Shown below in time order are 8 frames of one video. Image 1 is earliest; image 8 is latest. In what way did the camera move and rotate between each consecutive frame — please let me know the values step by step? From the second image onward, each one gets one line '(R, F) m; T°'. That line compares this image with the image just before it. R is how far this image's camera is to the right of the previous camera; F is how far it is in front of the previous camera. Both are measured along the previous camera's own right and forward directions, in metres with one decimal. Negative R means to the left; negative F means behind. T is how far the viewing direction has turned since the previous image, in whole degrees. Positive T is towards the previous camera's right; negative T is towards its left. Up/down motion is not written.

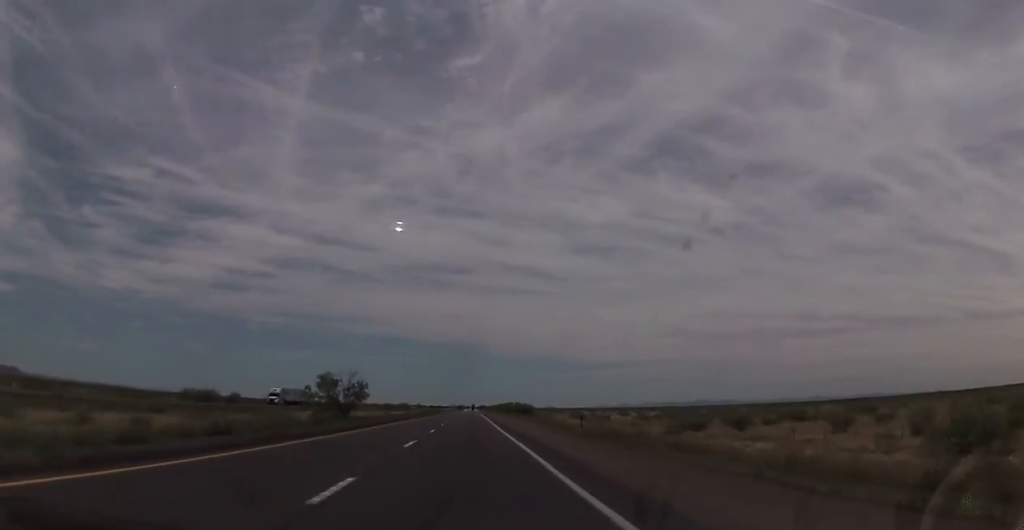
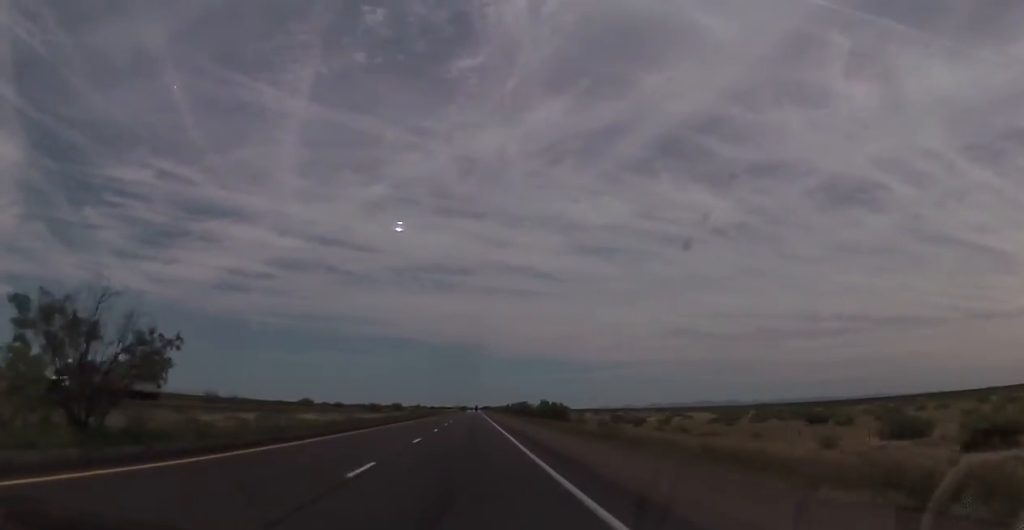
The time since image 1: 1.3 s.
(+0.1, +45.2) m; 0°
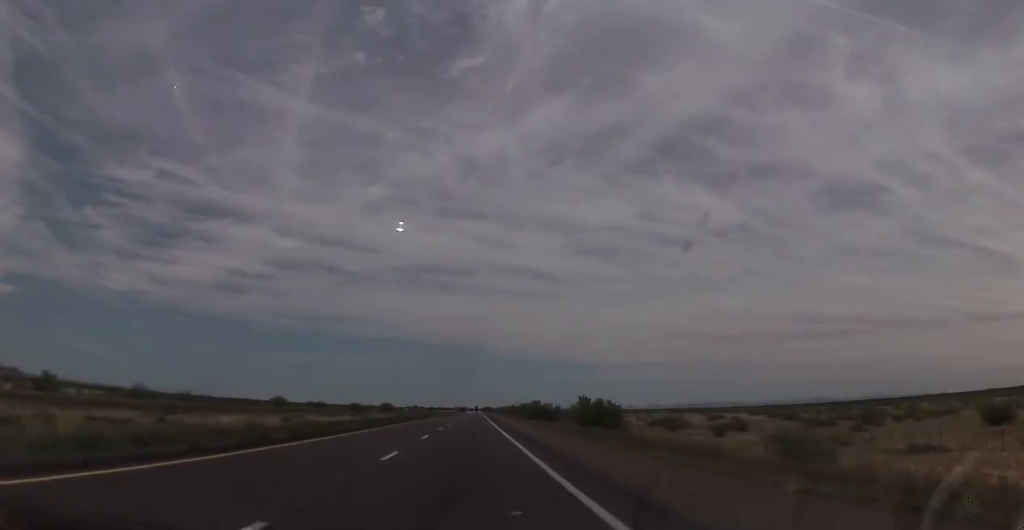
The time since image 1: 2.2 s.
(-0.1, +32.3) m; 0°
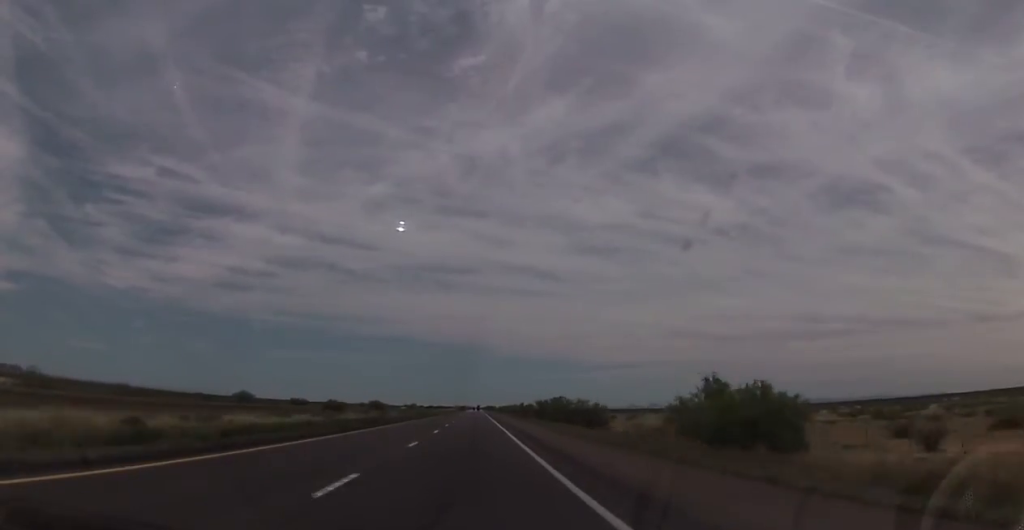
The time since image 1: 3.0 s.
(0.0, +31.2) m; 0°
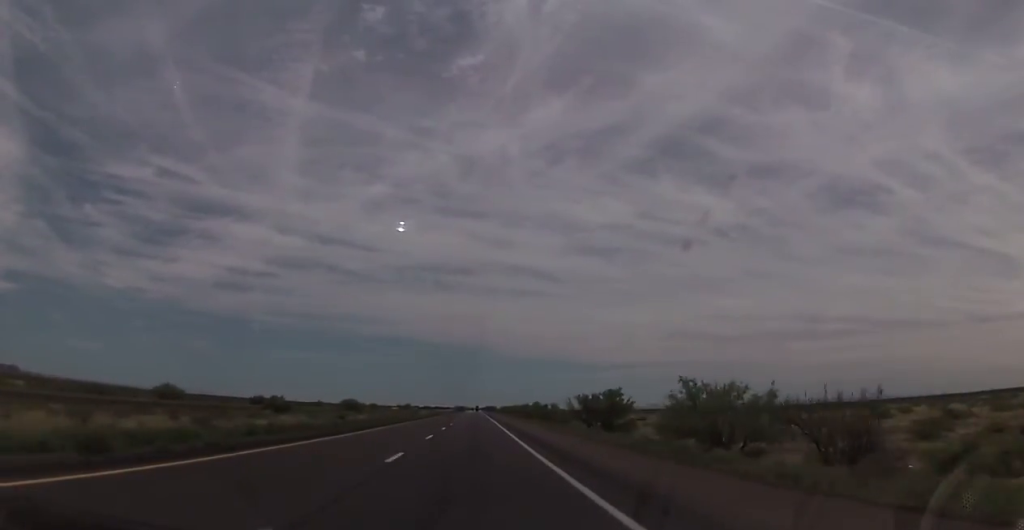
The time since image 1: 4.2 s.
(-0.1, +42.4) m; 0°
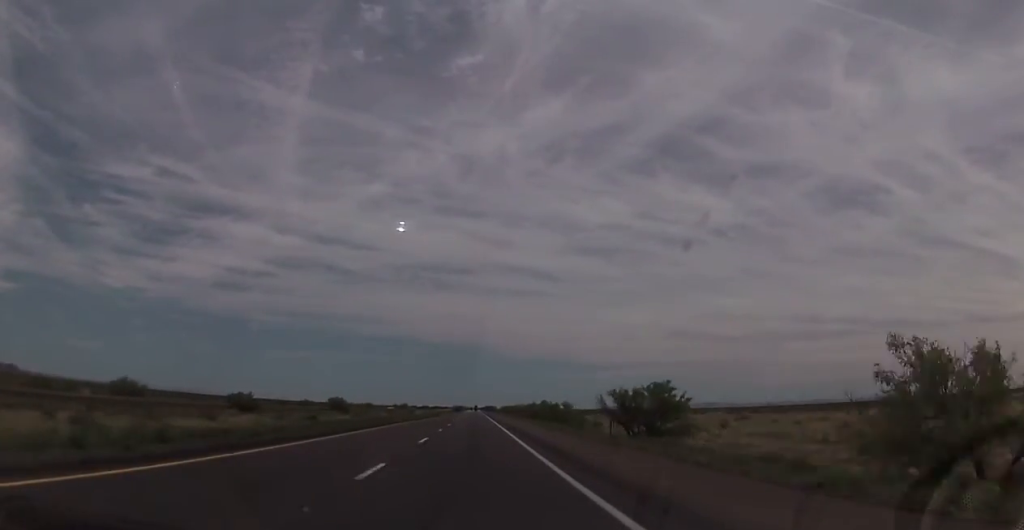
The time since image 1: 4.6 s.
(+0.1, +15.7) m; 0°
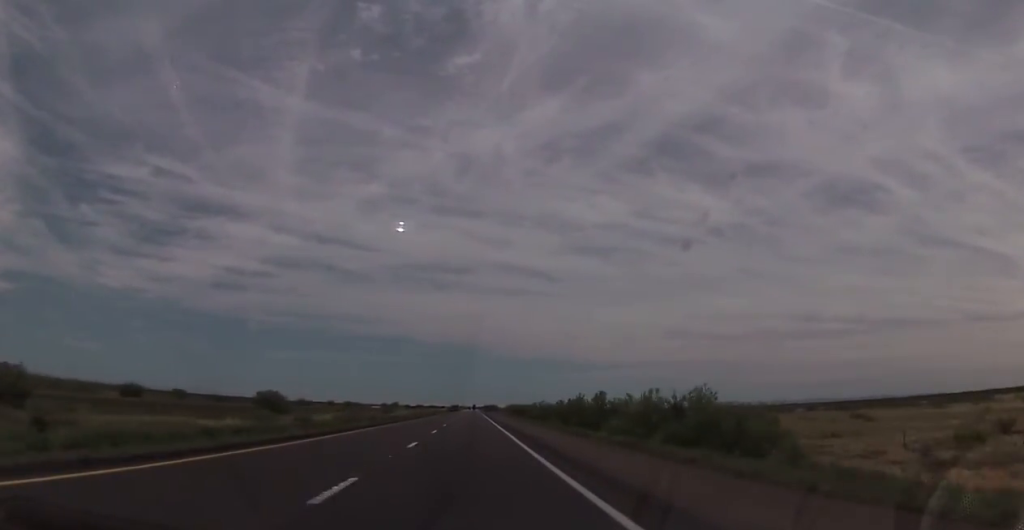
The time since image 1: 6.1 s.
(+0.1, +51.9) m; 0°
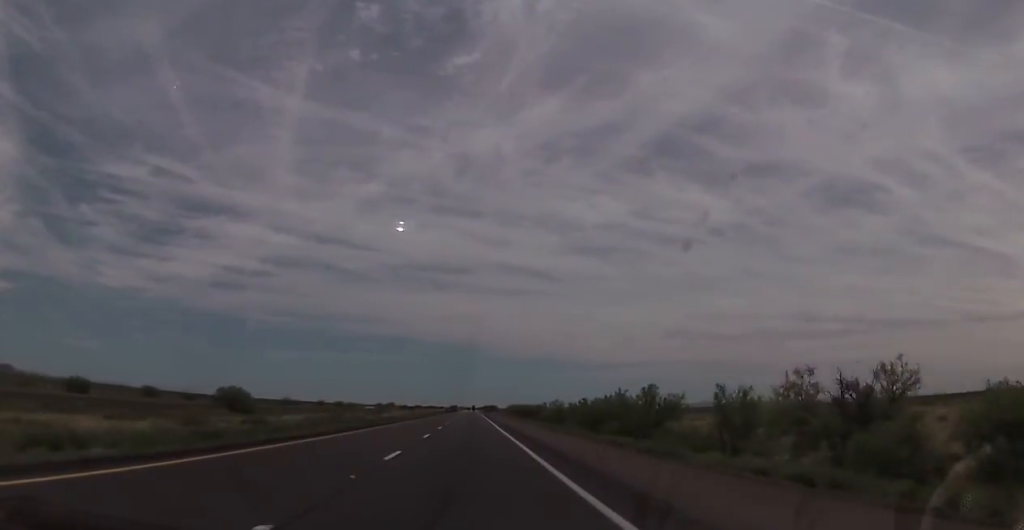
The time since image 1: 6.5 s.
(0.0, +16.9) m; 0°
